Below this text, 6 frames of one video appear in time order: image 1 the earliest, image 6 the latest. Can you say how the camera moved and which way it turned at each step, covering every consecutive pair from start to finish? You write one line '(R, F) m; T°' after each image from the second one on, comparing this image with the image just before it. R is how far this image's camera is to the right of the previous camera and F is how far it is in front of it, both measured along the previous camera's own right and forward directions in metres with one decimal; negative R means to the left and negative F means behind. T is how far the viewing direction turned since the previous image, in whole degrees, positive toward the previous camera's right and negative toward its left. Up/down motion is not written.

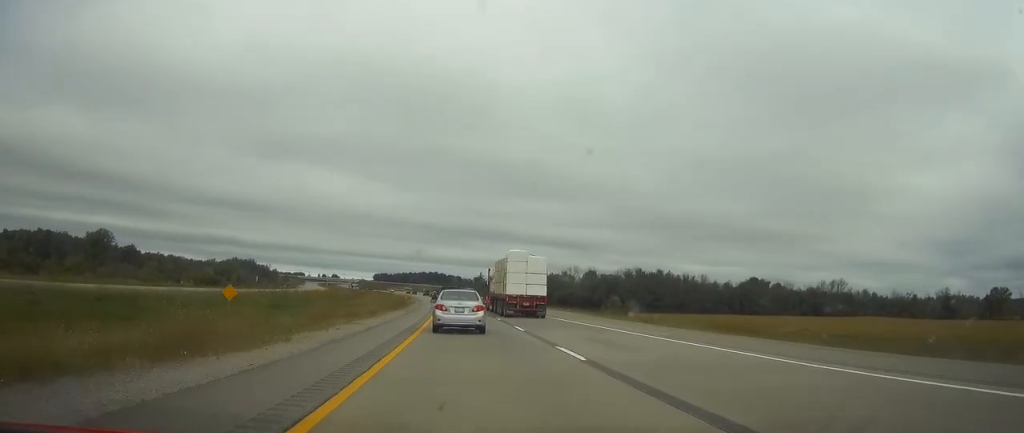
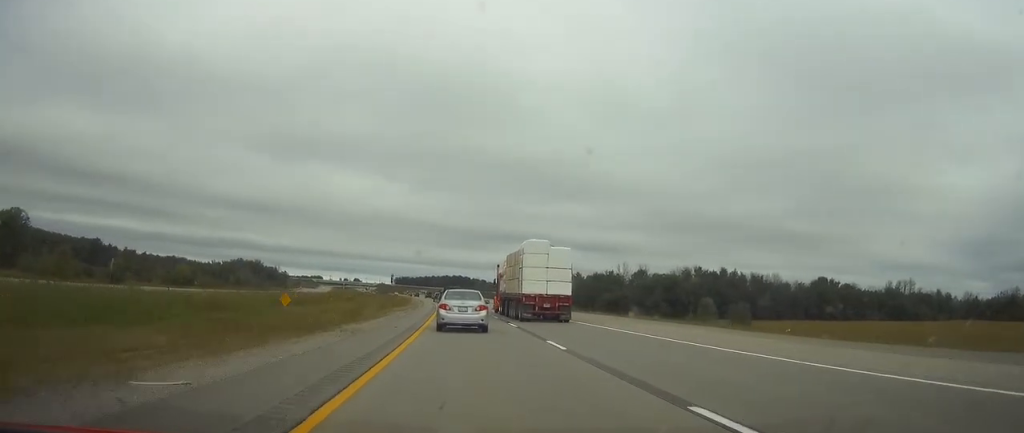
(-1.1, +58.4) m; -2°
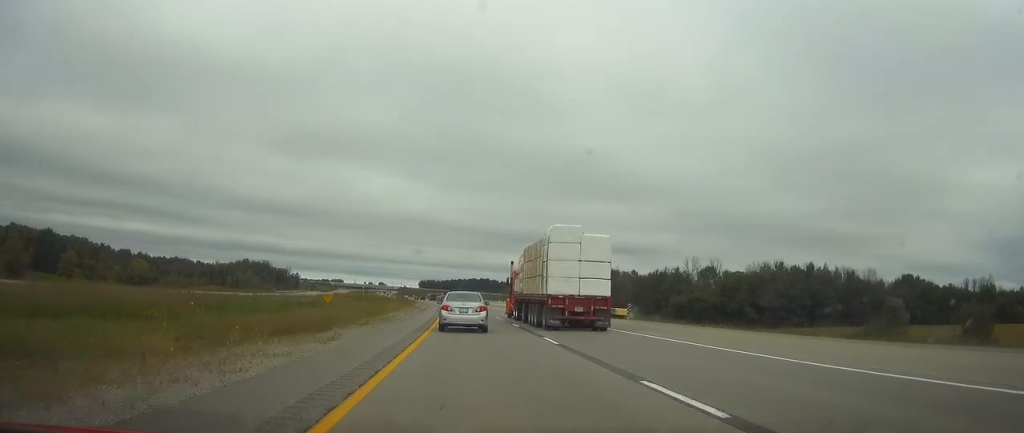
(-1.1, +58.4) m; -2°
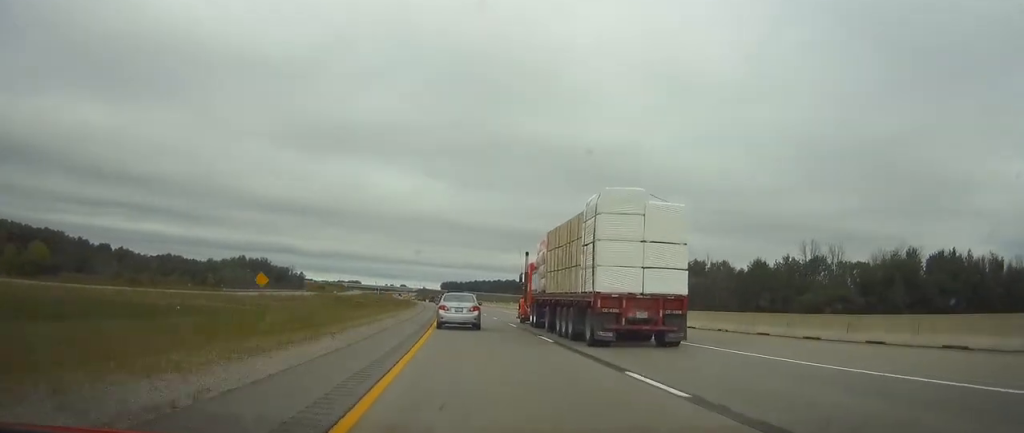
(-1.5, +71.7) m; -2°
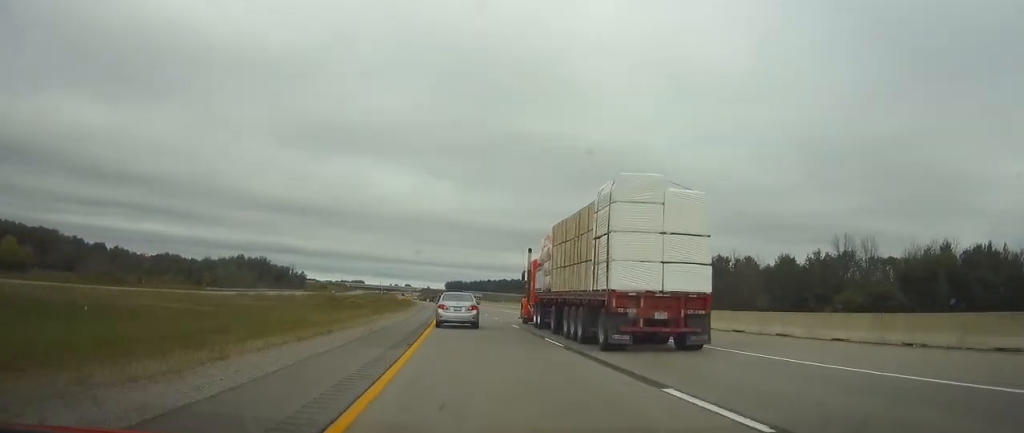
(0.0, +14.5) m; 0°
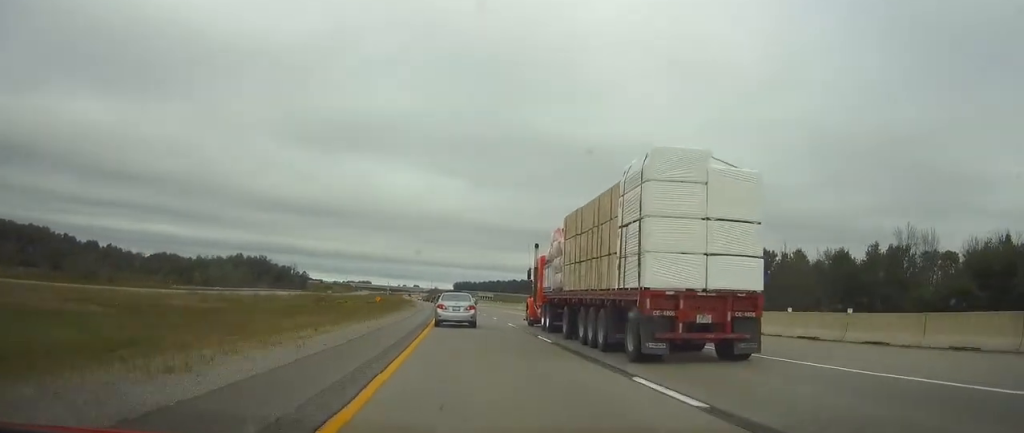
(+0.1, +22.9) m; -1°
